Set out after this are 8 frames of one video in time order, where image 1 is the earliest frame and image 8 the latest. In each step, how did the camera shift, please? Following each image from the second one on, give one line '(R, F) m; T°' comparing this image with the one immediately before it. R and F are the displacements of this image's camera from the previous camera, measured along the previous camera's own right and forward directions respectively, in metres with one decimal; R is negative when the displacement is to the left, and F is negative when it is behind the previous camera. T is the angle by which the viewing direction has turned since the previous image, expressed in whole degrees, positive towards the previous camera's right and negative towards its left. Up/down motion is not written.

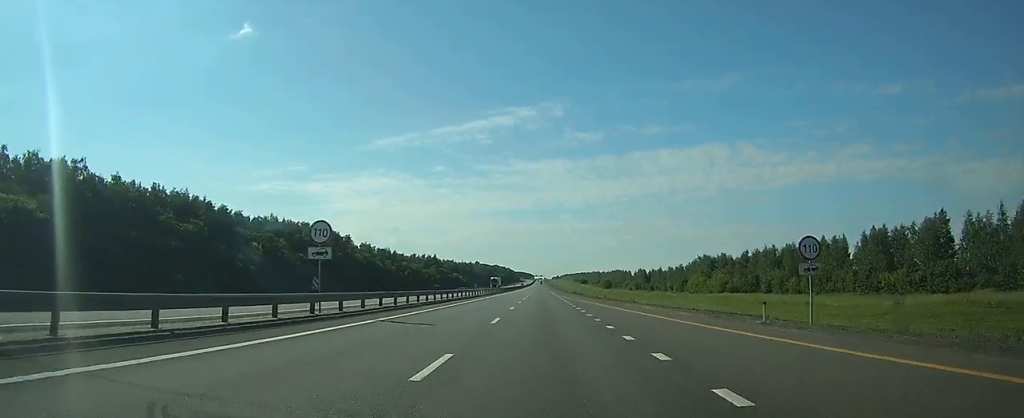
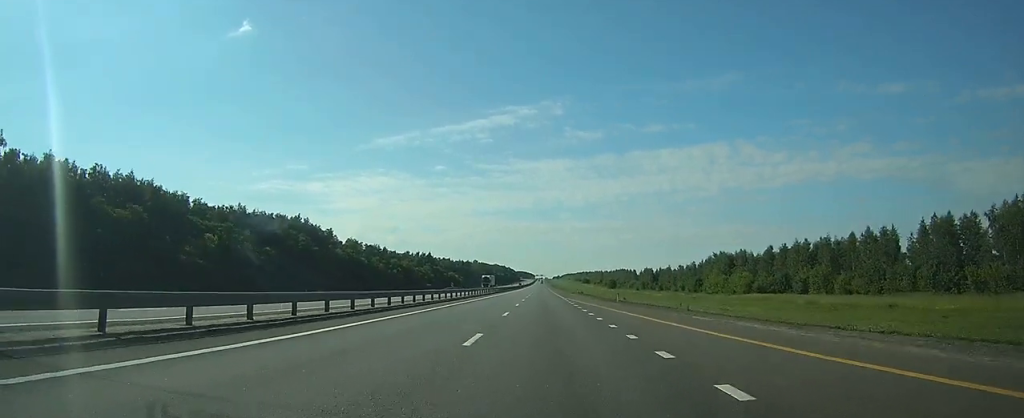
(0.0, +19.7) m; 0°
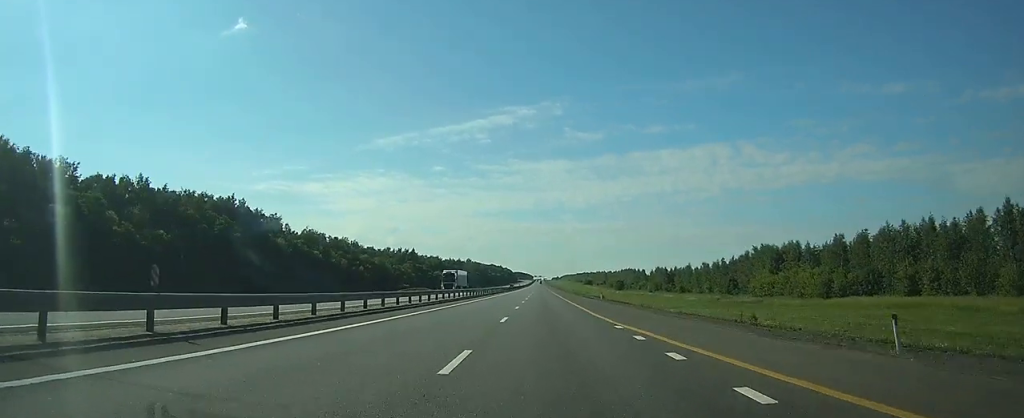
(0.0, +40.5) m; 0°
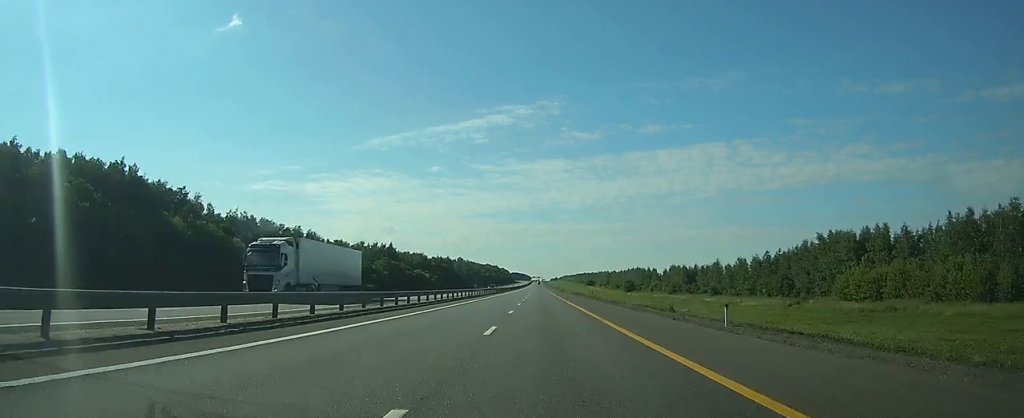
(+0.1, +41.6) m; 0°
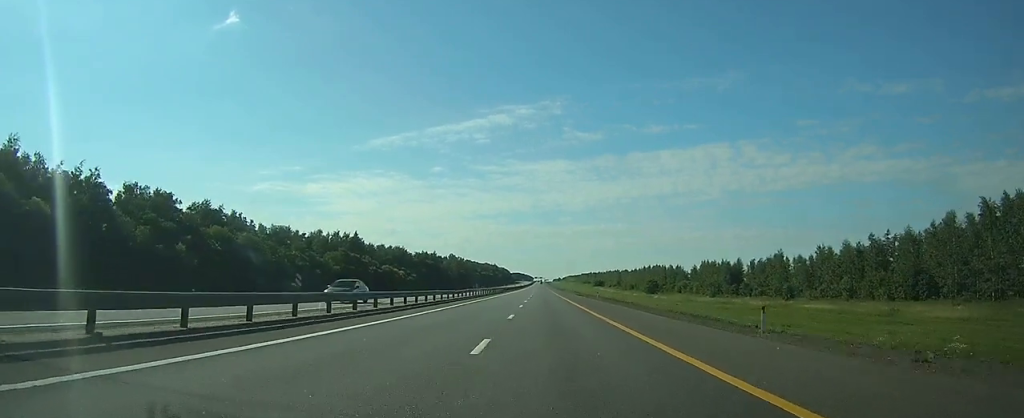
(+0.1, +52.8) m; 0°
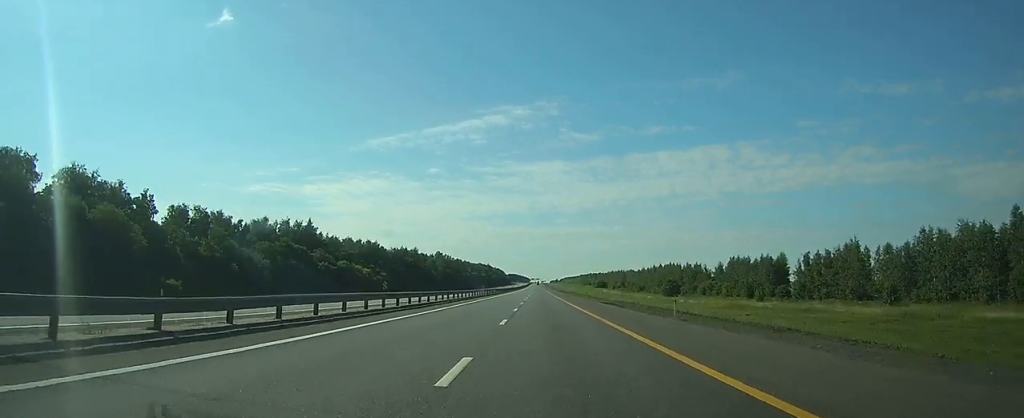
(+0.1, +39.8) m; 0°
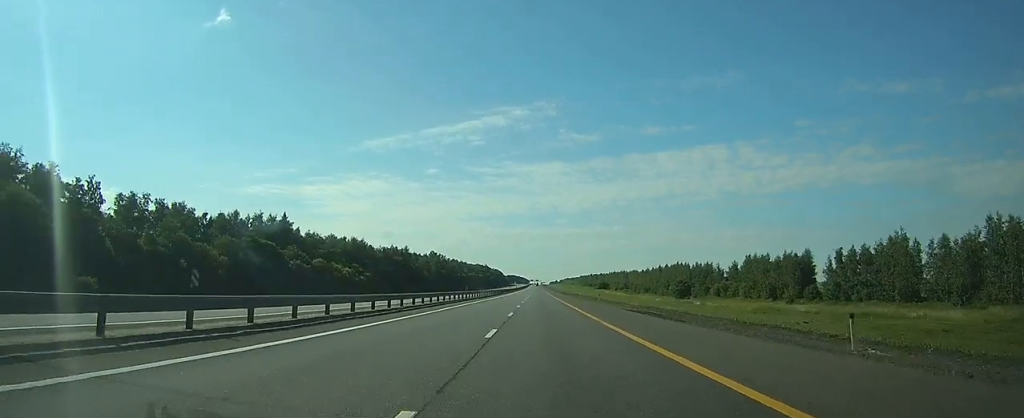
(0.0, +16.6) m; 0°
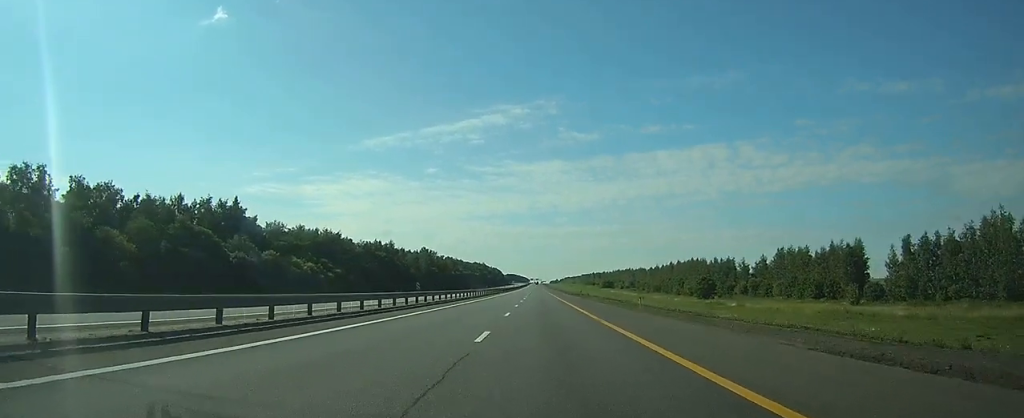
(0.0, +25.5) m; 0°
